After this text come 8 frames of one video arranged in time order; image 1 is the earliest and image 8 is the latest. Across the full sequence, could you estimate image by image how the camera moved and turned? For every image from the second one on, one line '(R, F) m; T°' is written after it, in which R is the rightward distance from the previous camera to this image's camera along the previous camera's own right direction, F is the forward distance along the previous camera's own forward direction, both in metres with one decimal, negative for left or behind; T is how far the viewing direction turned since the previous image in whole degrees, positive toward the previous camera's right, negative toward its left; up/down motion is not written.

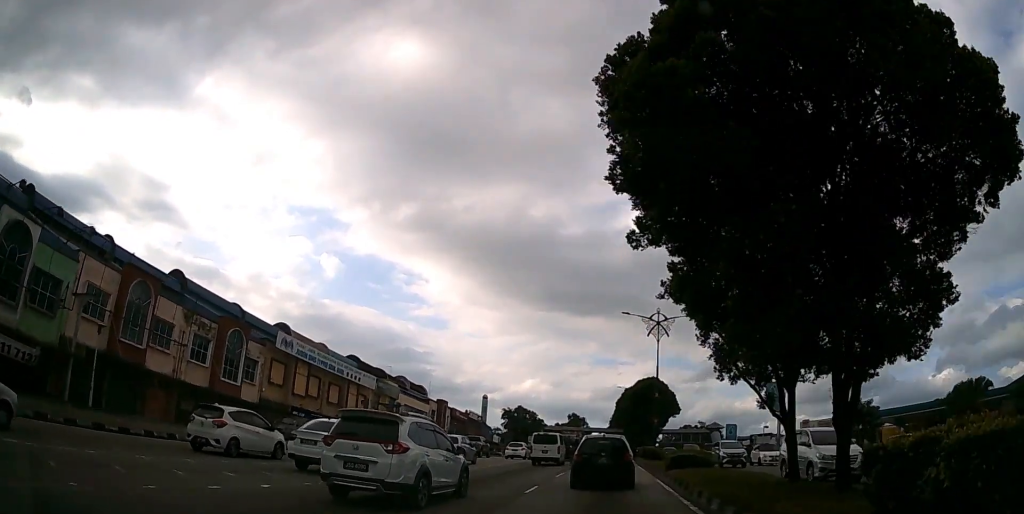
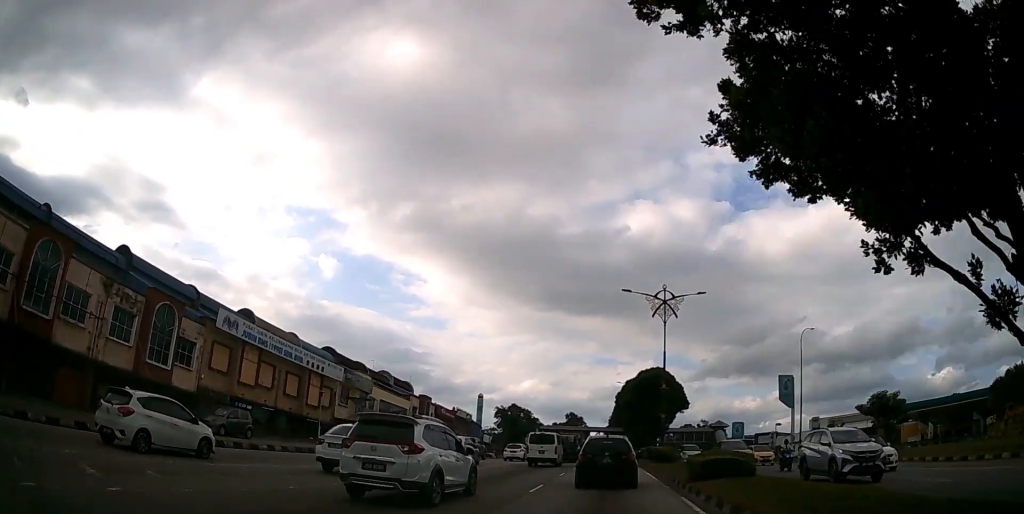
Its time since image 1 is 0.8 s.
(0.0, +7.1) m; 0°
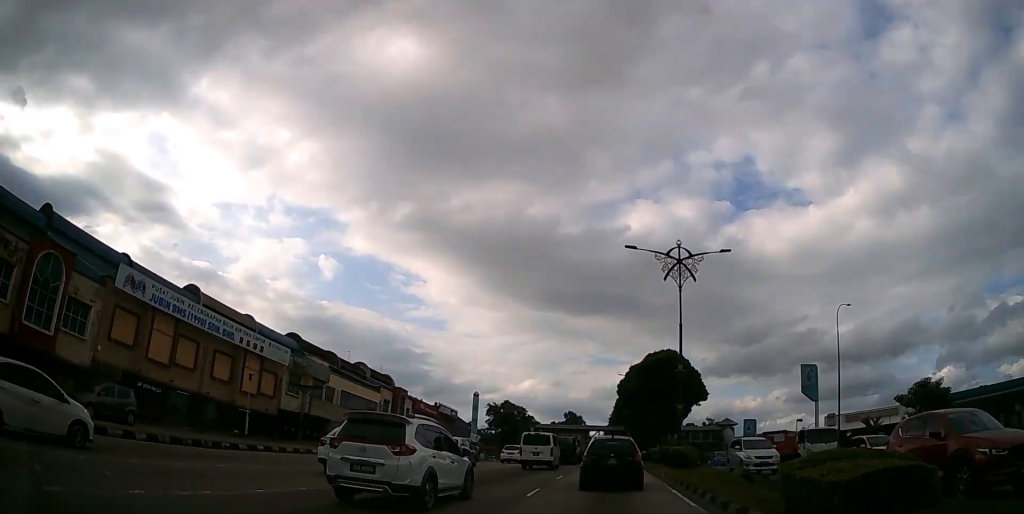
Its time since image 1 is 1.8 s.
(0.0, +9.2) m; 0°
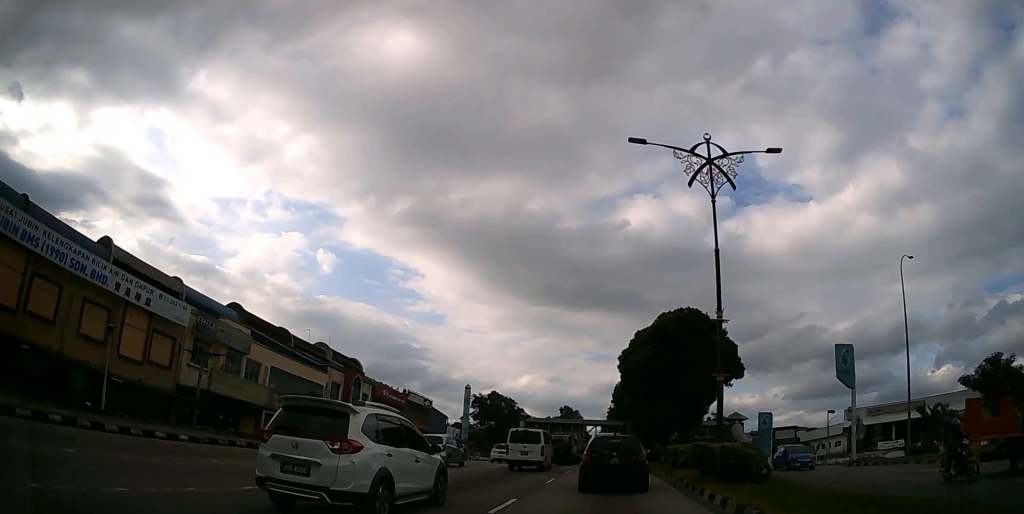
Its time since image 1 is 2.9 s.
(0.0, +11.4) m; 0°
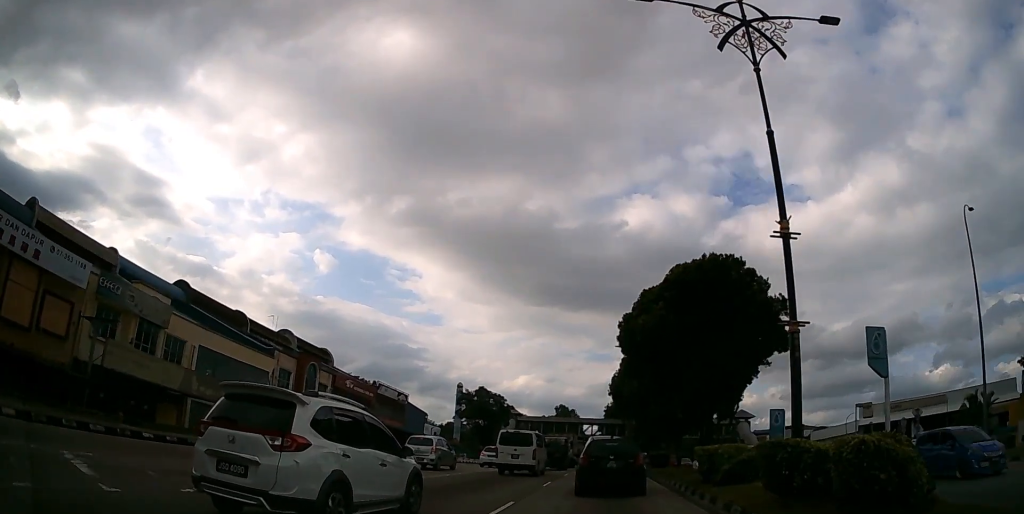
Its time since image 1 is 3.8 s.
(0.0, +8.4) m; 0°
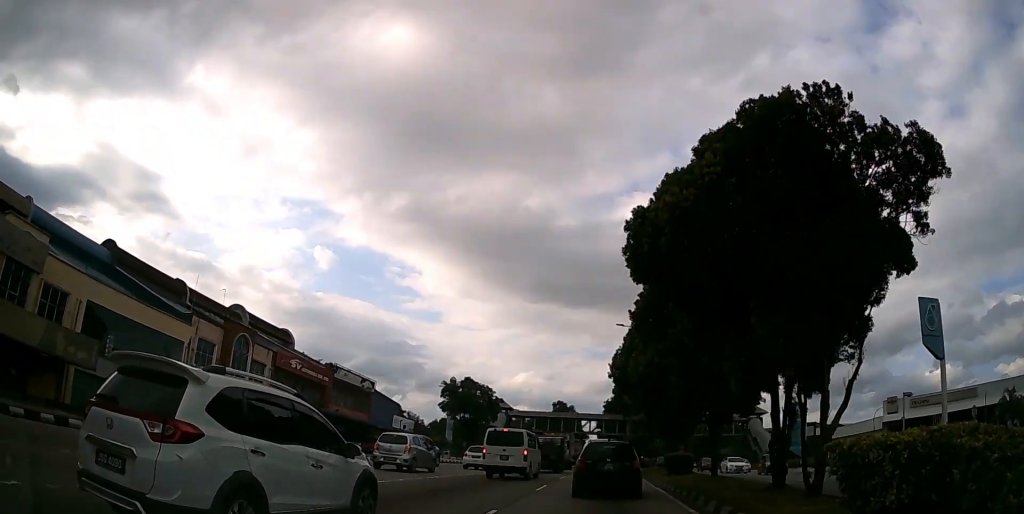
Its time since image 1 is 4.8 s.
(0.0, +9.7) m; 0°
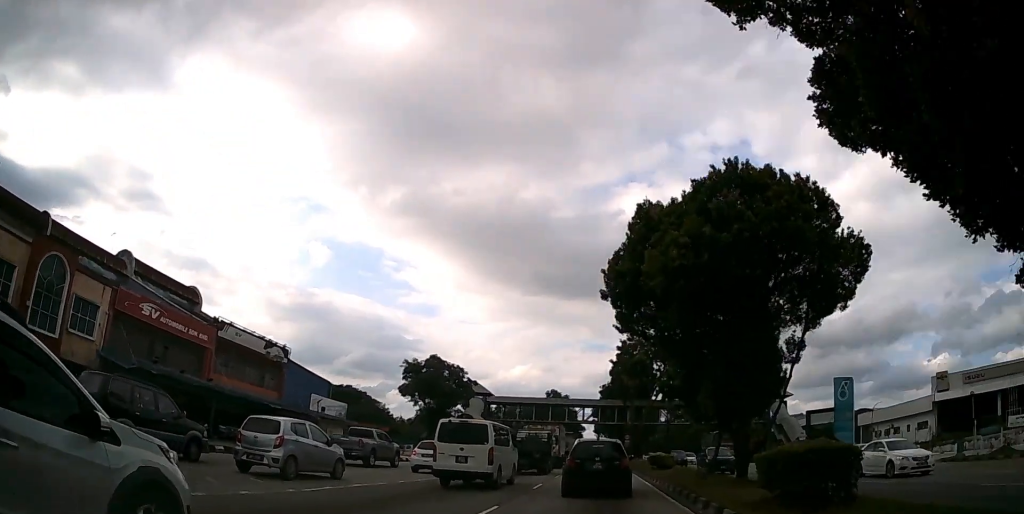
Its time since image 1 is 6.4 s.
(0.0, +16.0) m; +1°
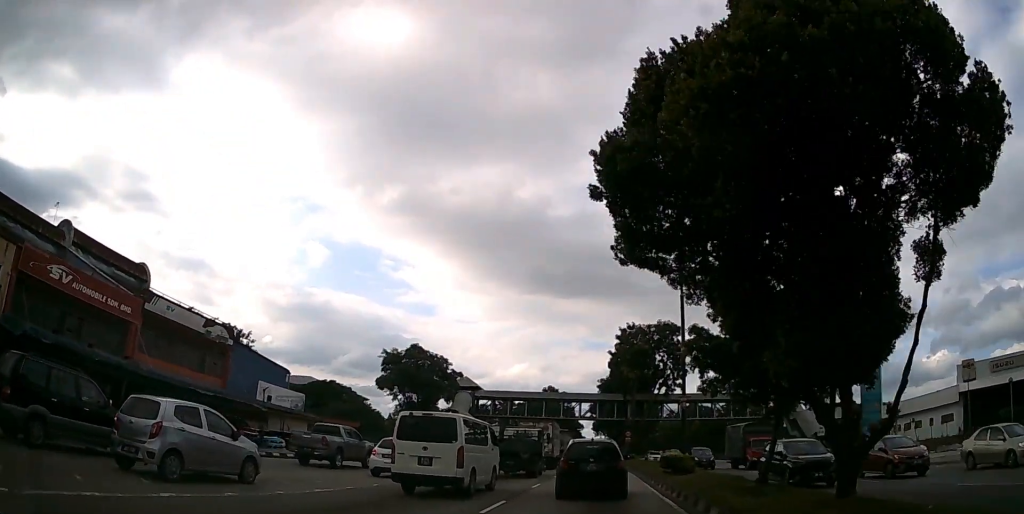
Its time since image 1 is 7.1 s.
(0.0, +6.8) m; 0°
